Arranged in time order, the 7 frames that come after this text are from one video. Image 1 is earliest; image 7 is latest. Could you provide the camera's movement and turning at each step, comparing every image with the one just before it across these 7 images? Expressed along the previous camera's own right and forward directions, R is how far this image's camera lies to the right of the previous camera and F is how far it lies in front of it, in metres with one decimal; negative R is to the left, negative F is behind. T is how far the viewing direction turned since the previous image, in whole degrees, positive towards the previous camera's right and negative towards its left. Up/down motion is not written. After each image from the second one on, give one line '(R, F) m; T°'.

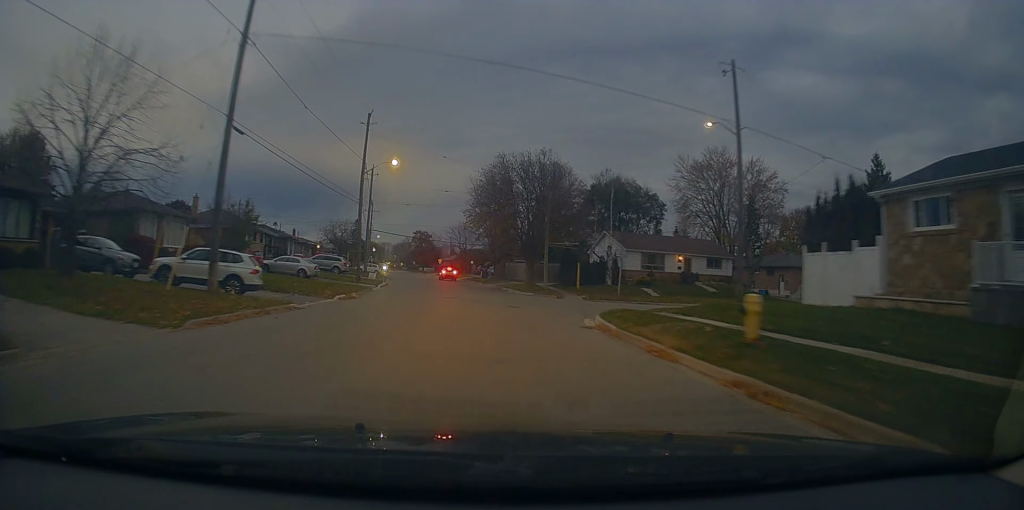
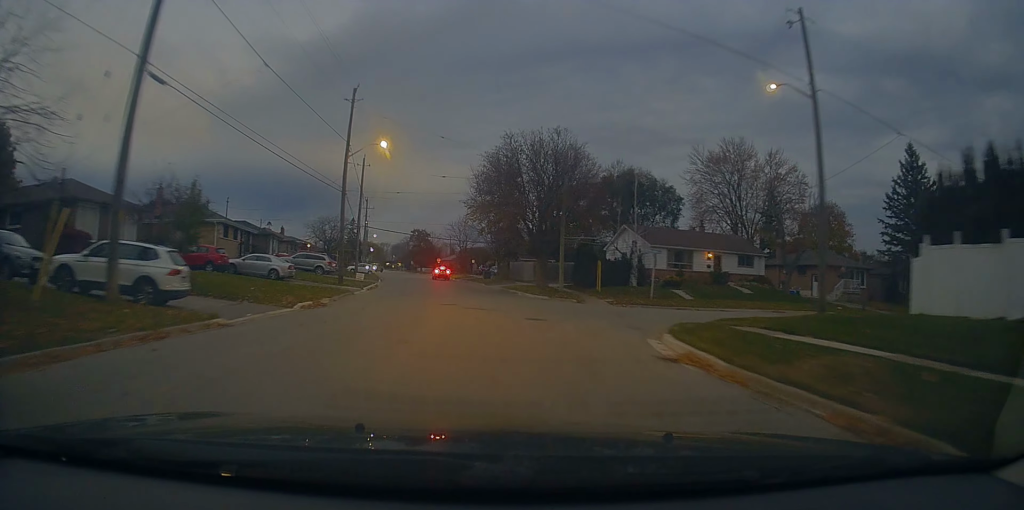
(-0.2, +6.4) m; 0°
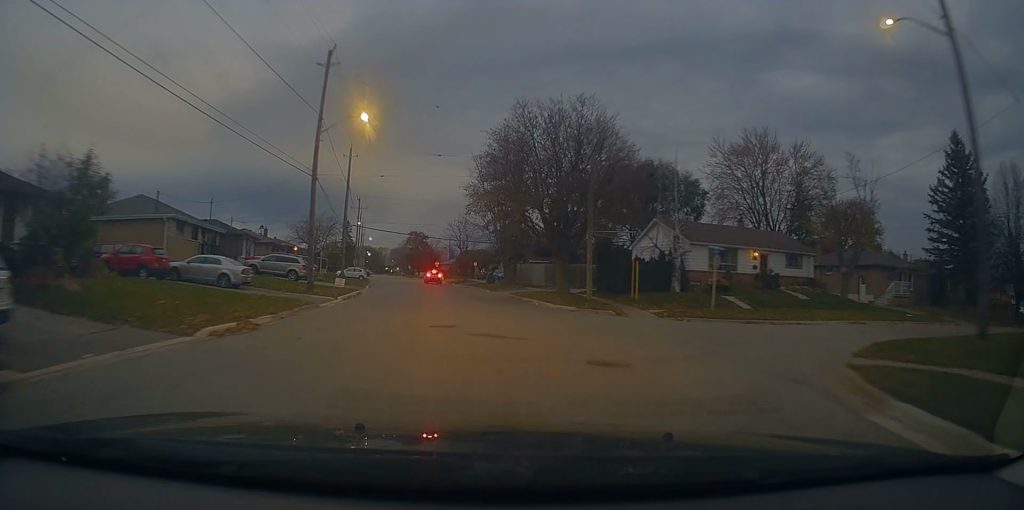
(+0.1, +7.7) m; 0°
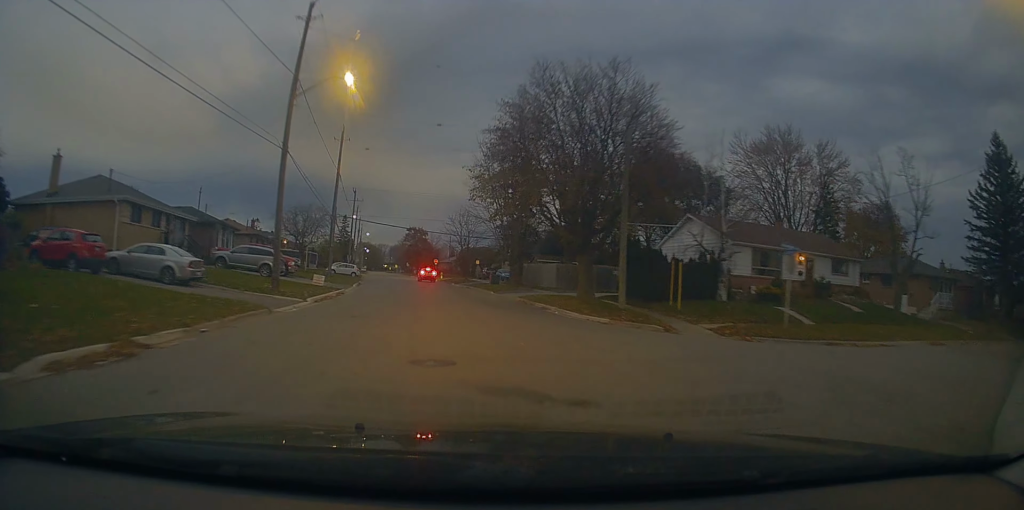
(+0.2, +5.8) m; -1°
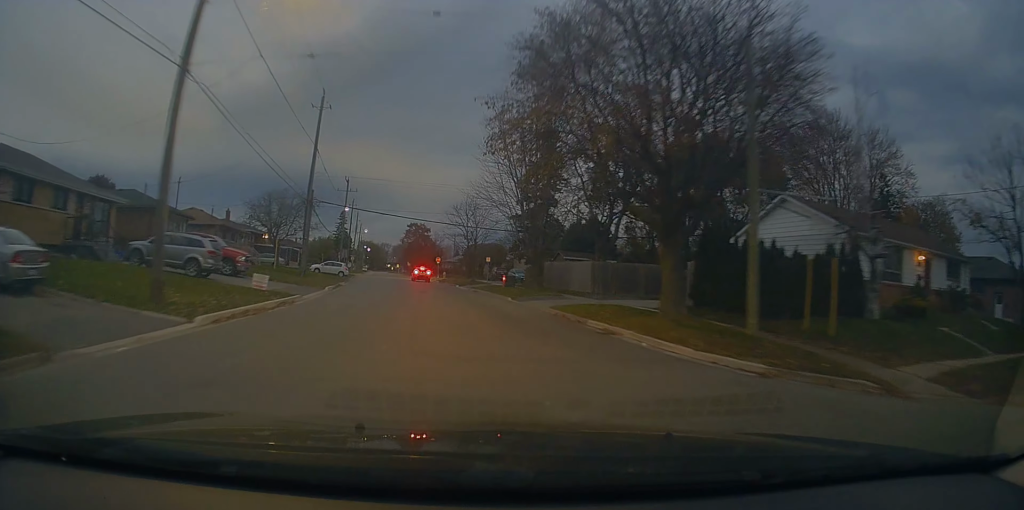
(-0.5, +10.1) m; -4°
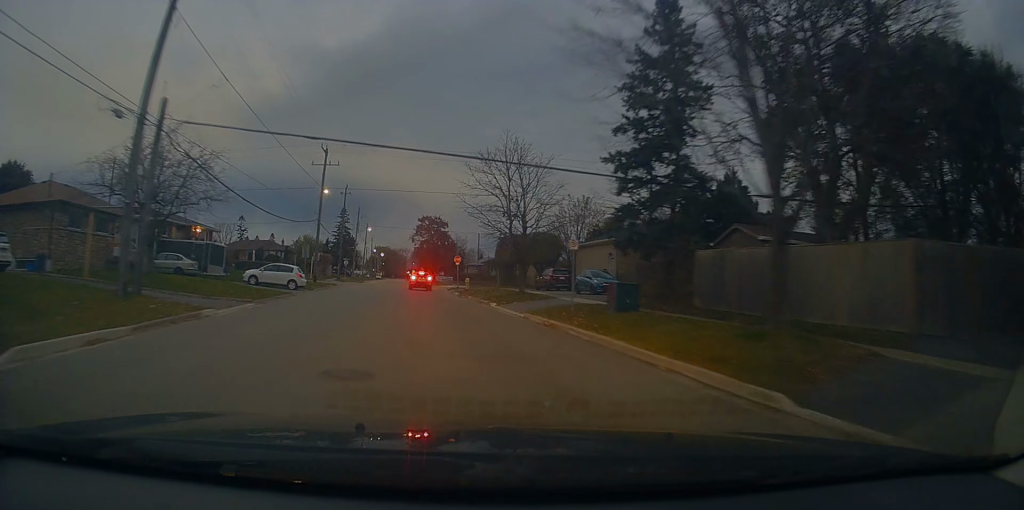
(+0.4, +24.1) m; -1°
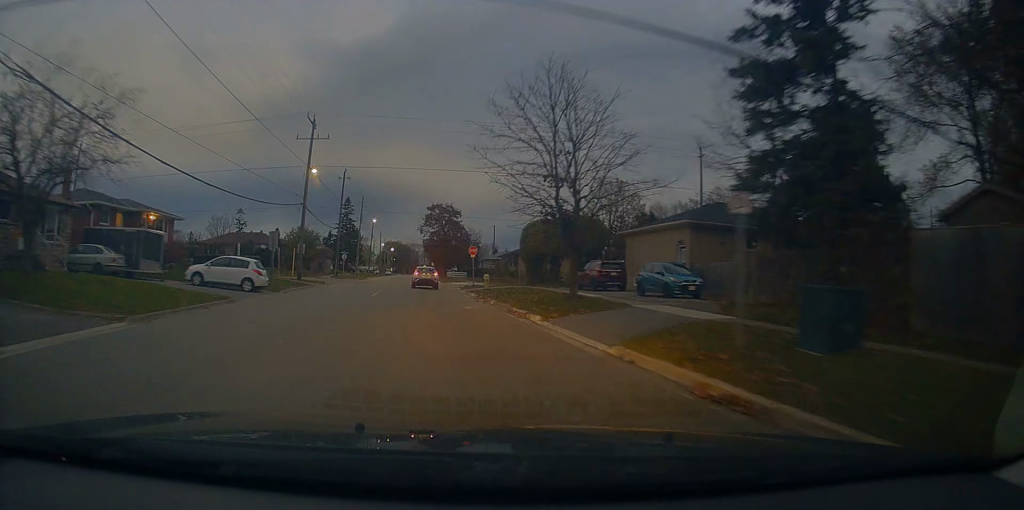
(-0.1, +9.6) m; -4°
